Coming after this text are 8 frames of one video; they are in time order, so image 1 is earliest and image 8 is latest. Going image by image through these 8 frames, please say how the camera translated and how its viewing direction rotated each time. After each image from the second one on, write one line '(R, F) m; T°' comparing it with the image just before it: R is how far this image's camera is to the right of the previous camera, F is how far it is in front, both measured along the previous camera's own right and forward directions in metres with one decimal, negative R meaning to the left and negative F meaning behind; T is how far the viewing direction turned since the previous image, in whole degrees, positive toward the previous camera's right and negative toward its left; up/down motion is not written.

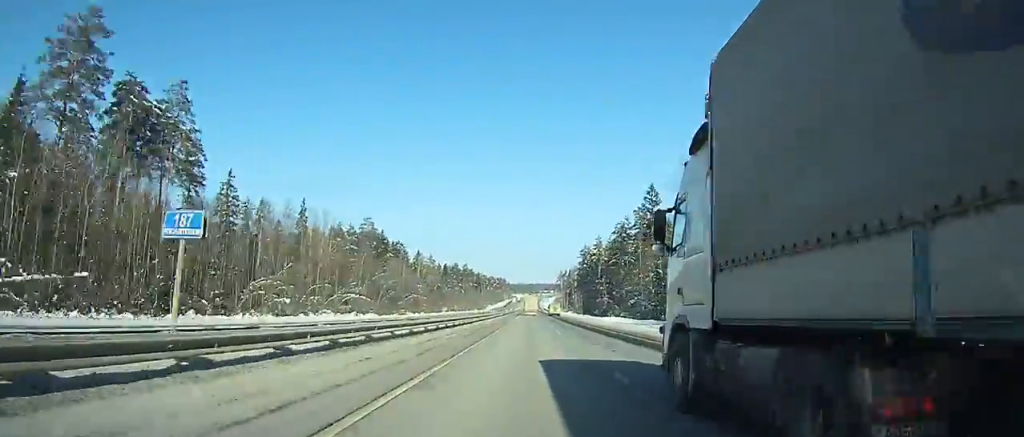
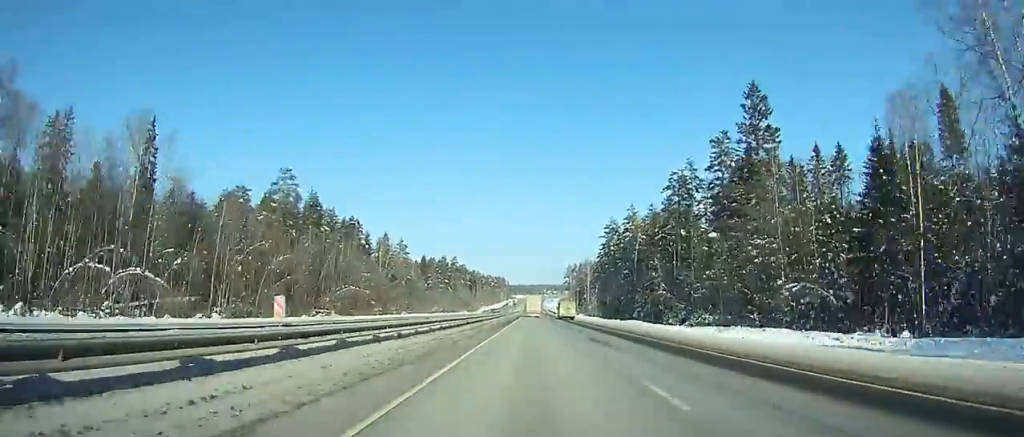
(0.0, +62.5) m; 0°
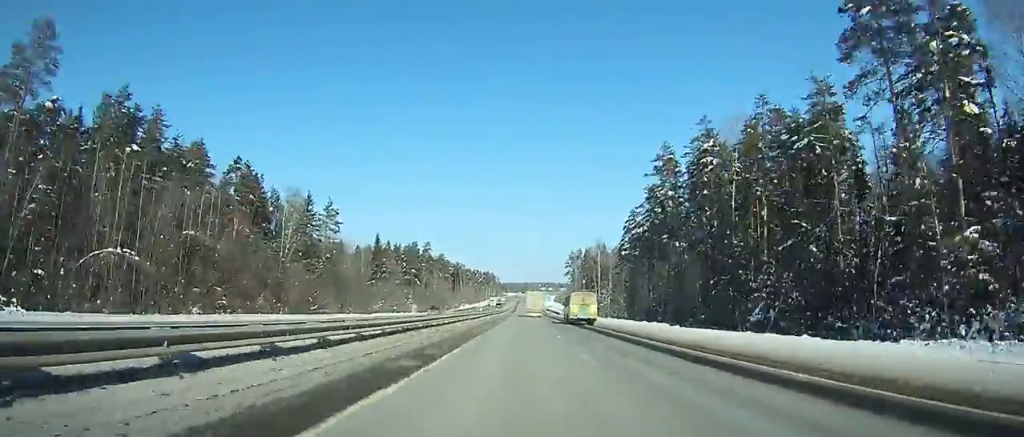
(+0.1, +65.5) m; 0°
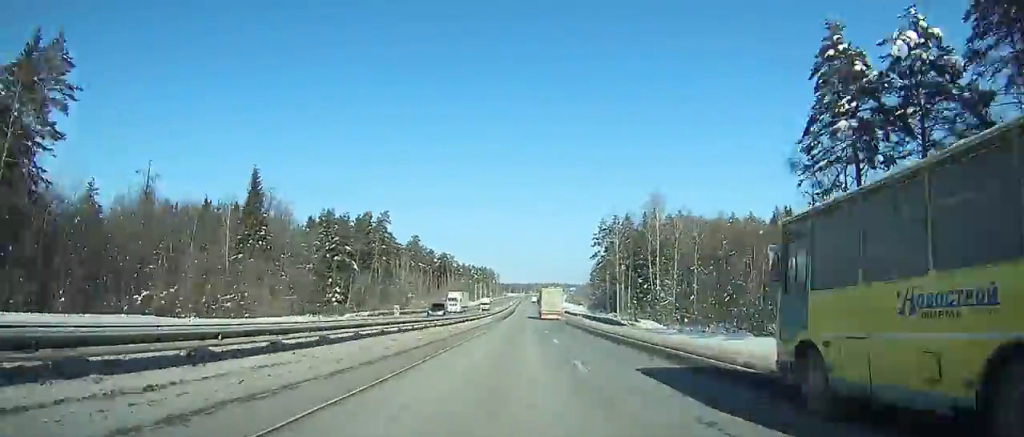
(-0.1, +87.0) m; 0°
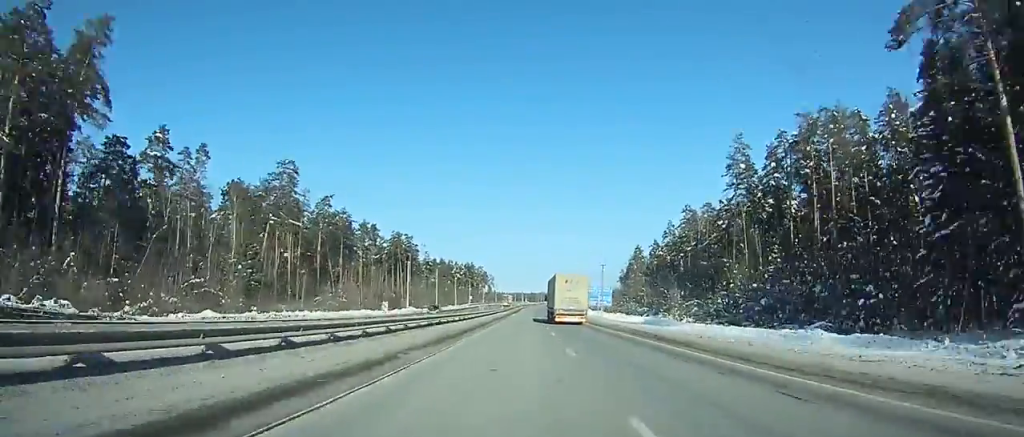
(-0.2, +129.6) m; 0°
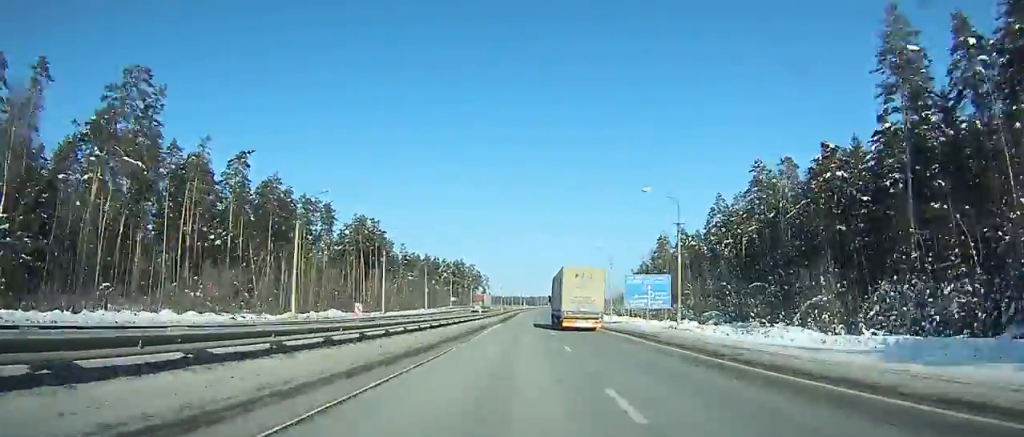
(0.0, +45.9) m; 0°
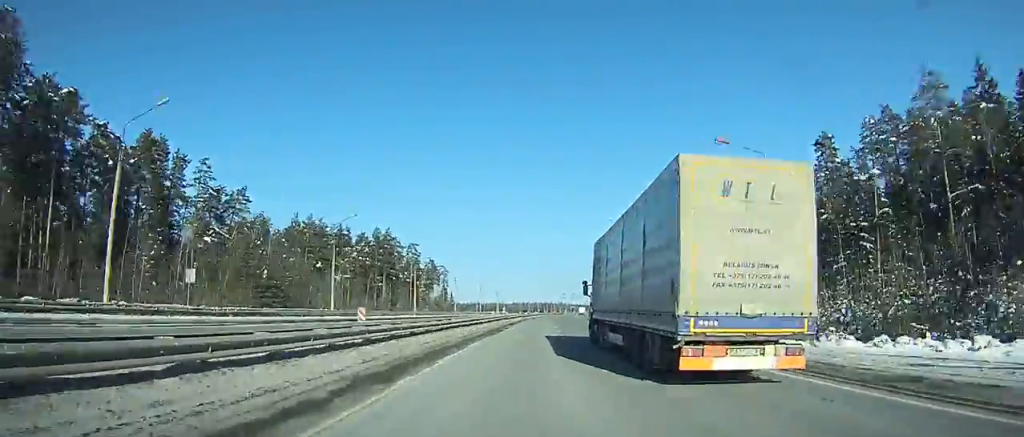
(+1.4, +127.5) m; +2°
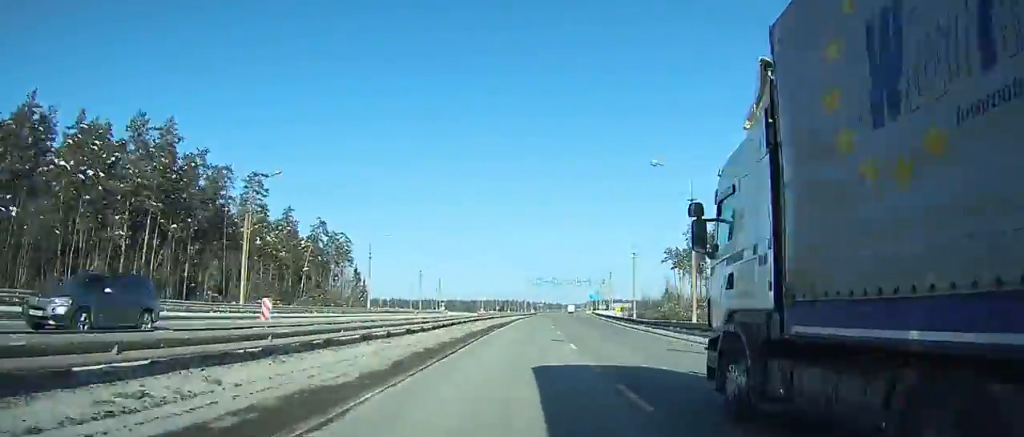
(+2.2, +90.0) m; +3°
